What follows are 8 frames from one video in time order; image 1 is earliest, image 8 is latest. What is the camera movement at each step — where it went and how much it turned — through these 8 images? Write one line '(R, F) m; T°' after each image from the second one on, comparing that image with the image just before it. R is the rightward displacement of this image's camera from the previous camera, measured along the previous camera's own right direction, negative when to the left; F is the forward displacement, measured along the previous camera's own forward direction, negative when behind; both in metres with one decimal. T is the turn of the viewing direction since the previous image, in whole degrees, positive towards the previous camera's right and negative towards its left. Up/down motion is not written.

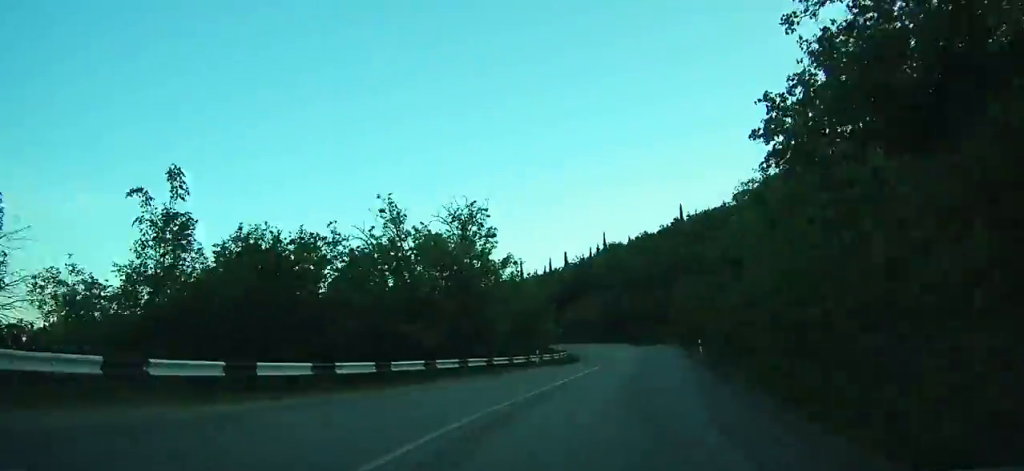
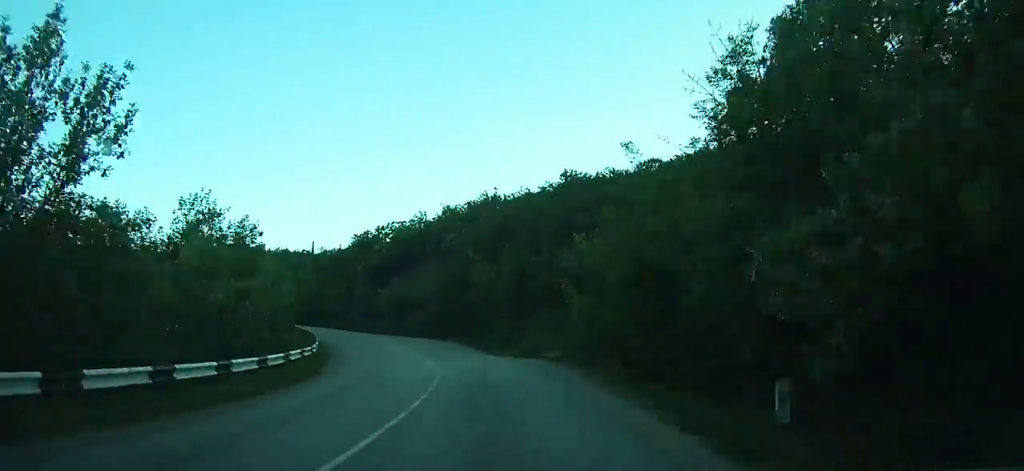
(+4.4, +35.5) m; +3°
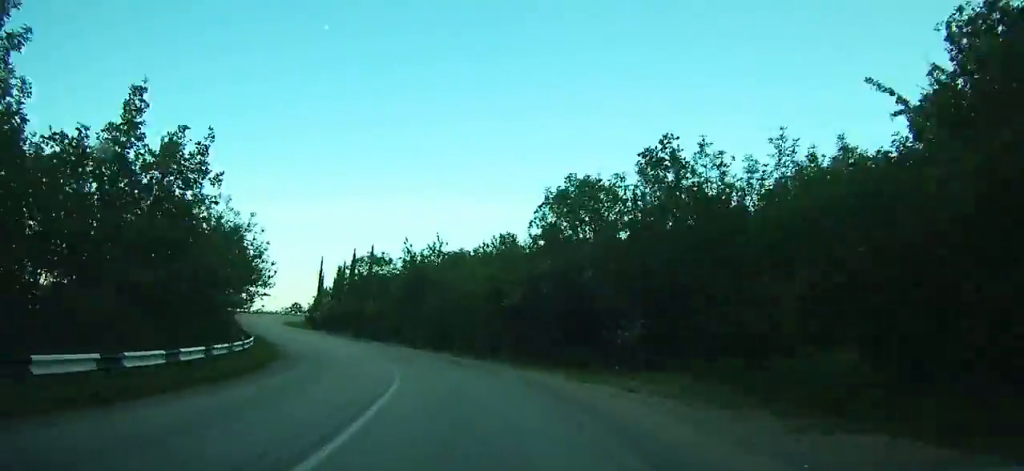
(-23.3, +65.3) m; -52°
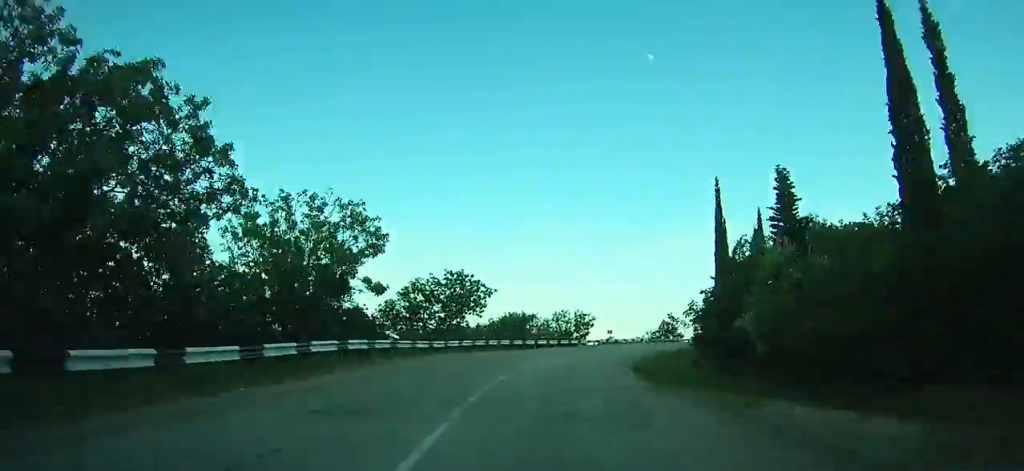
(-15.5, +52.2) m; -13°
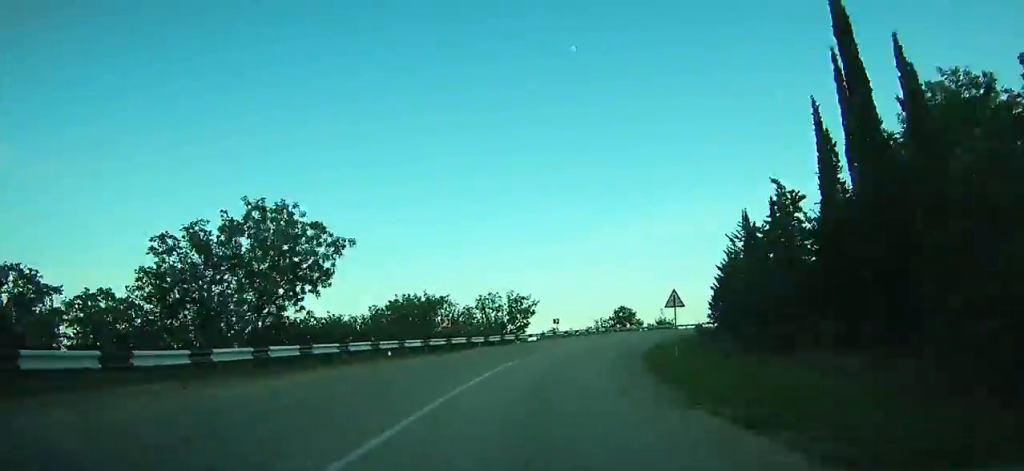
(+0.8, +19.9) m; +5°
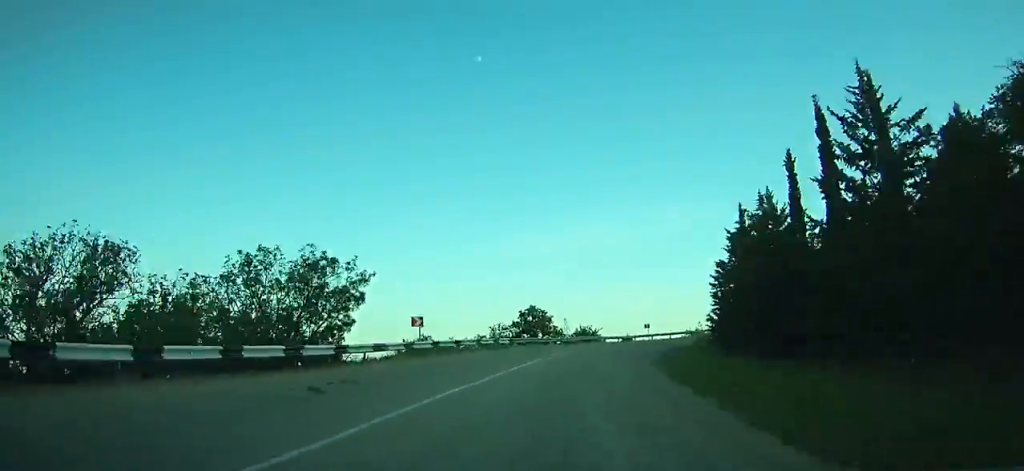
(+0.9, +24.2) m; +9°
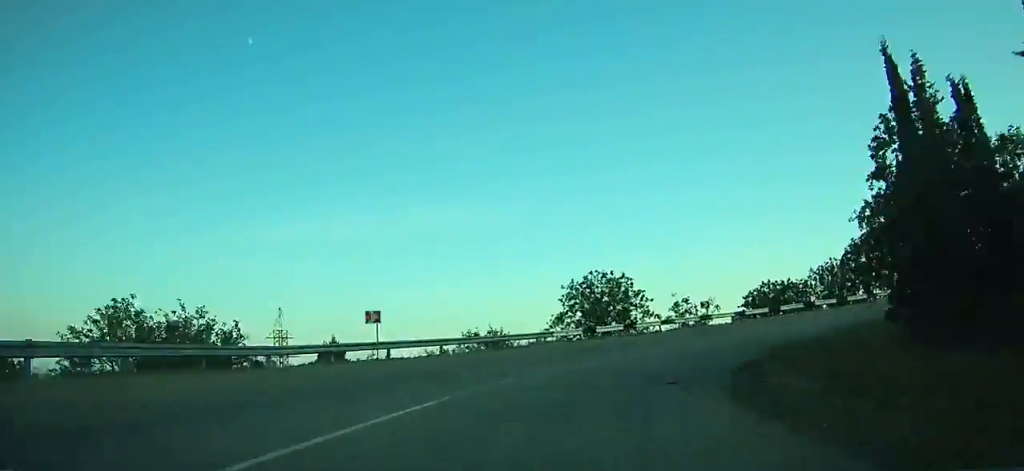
(+9.8, +36.2) m; +41°
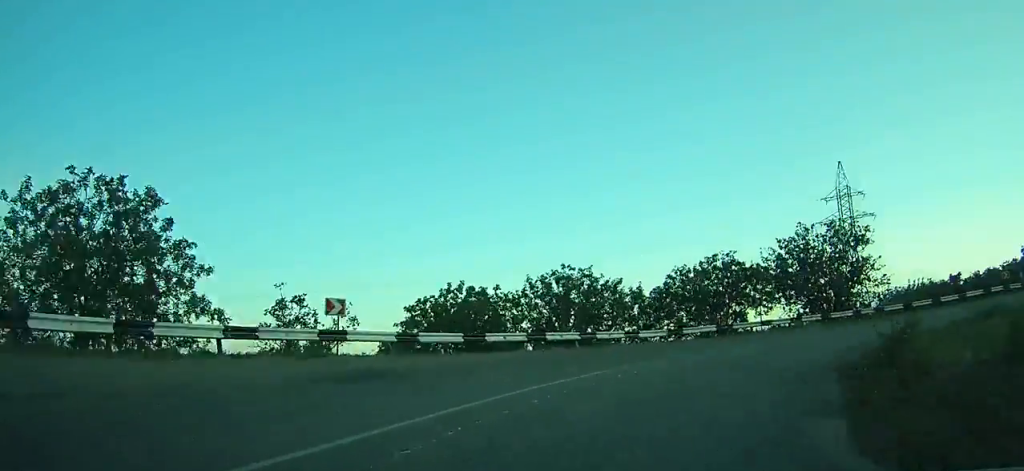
(+3.3, +22.1) m; +40°
